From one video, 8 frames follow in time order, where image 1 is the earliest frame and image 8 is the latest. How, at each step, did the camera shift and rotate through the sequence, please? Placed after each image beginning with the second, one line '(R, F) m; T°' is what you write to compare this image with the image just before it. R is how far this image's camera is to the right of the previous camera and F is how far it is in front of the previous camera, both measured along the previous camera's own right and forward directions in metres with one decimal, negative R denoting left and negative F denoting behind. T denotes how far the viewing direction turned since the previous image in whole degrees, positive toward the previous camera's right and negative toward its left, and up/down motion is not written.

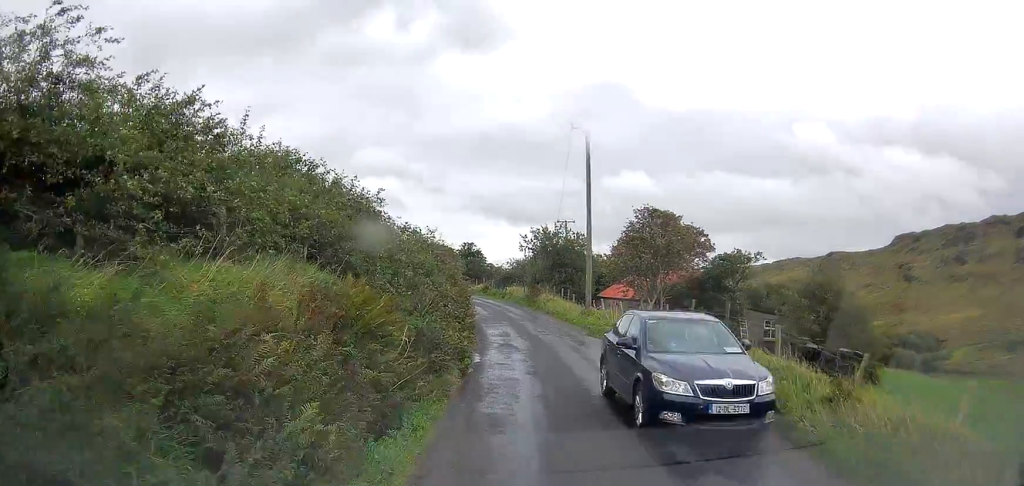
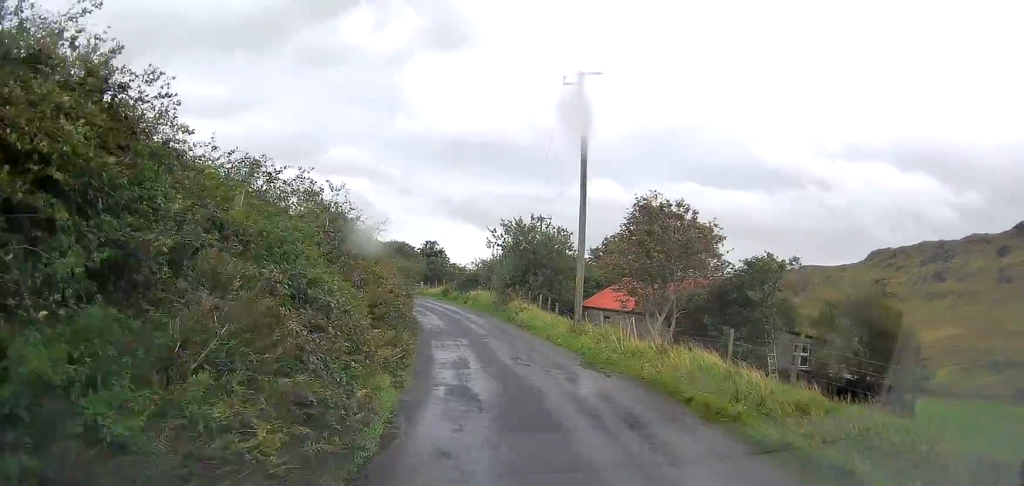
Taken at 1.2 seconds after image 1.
(+0.2, +8.2) m; +3°
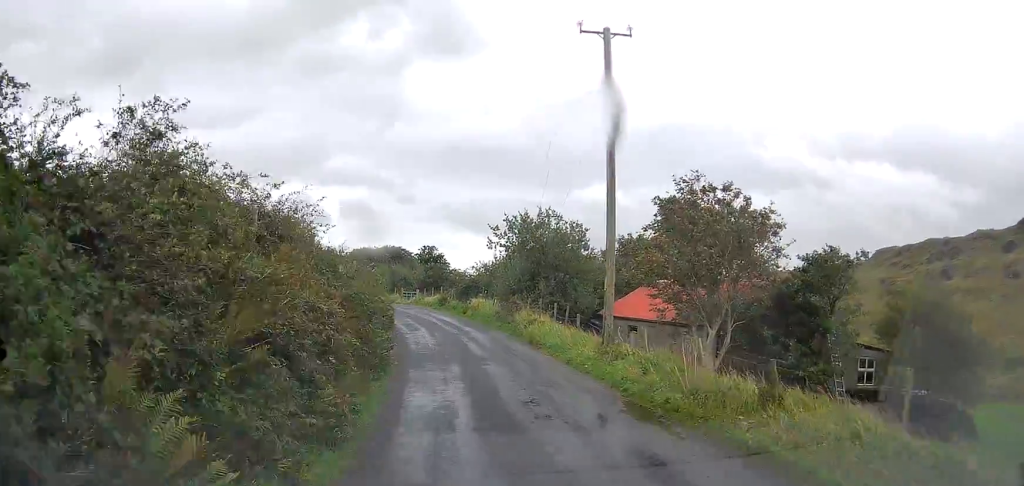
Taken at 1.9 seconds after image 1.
(+0.1, +5.0) m; +1°
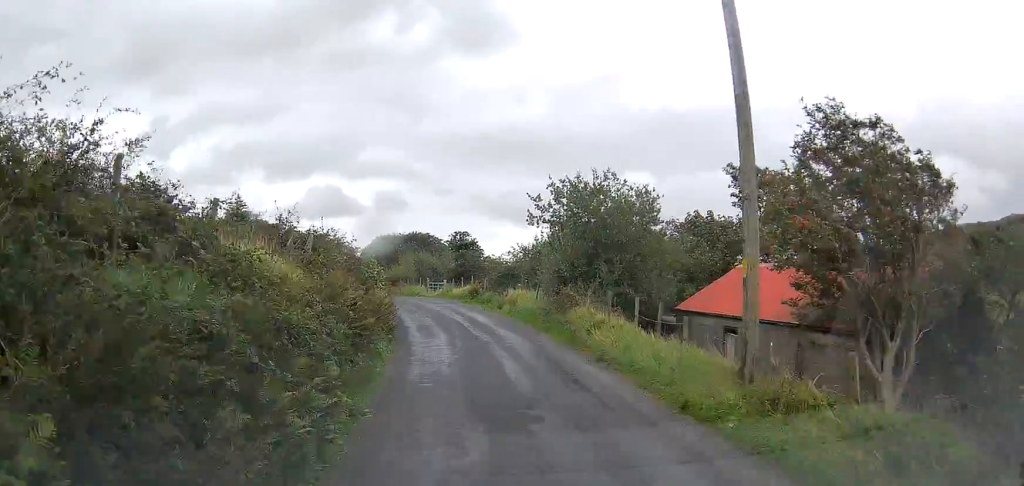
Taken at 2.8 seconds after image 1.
(0.0, +6.7) m; -3°
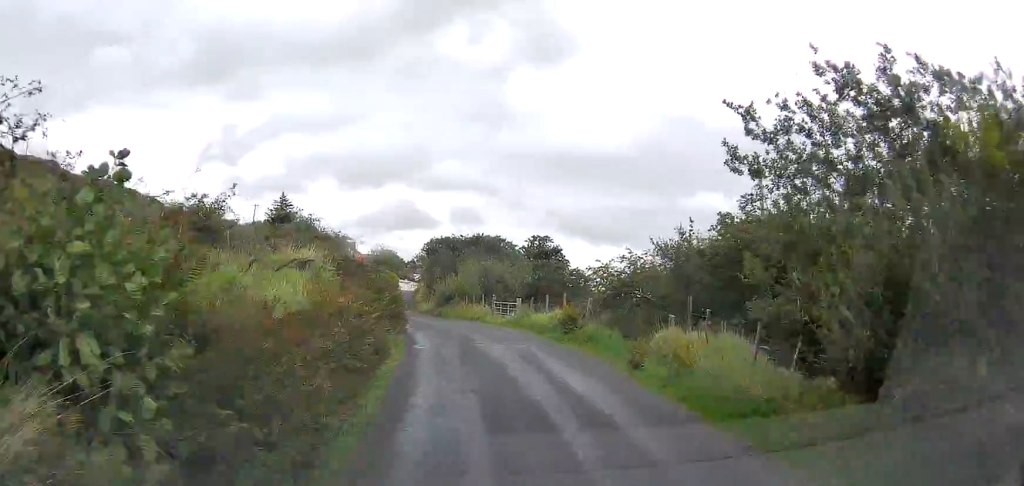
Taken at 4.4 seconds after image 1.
(-1.1, +13.9) m; -9°
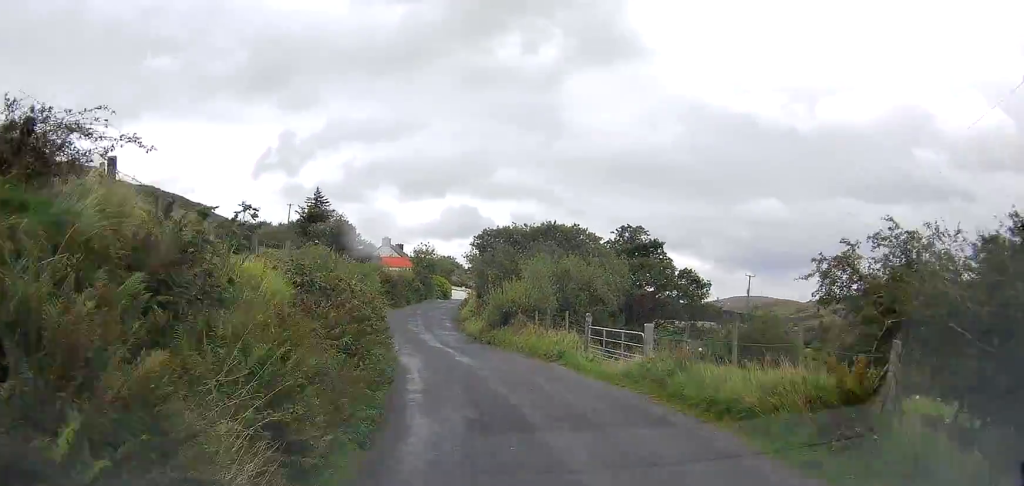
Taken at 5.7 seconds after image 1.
(-0.6, +13.9) m; -6°
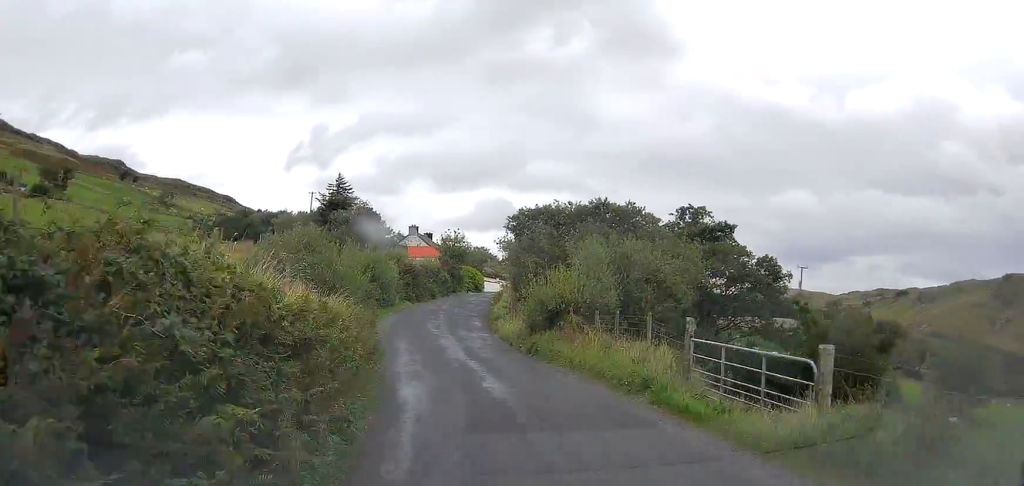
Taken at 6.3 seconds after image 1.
(0.0, +6.2) m; -4°
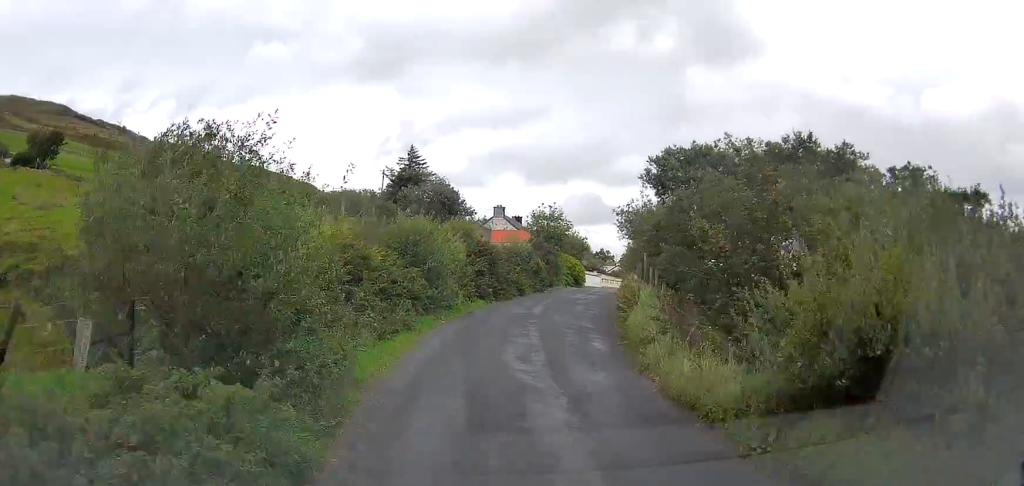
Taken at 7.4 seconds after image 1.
(-1.0, +13.1) m; -6°
